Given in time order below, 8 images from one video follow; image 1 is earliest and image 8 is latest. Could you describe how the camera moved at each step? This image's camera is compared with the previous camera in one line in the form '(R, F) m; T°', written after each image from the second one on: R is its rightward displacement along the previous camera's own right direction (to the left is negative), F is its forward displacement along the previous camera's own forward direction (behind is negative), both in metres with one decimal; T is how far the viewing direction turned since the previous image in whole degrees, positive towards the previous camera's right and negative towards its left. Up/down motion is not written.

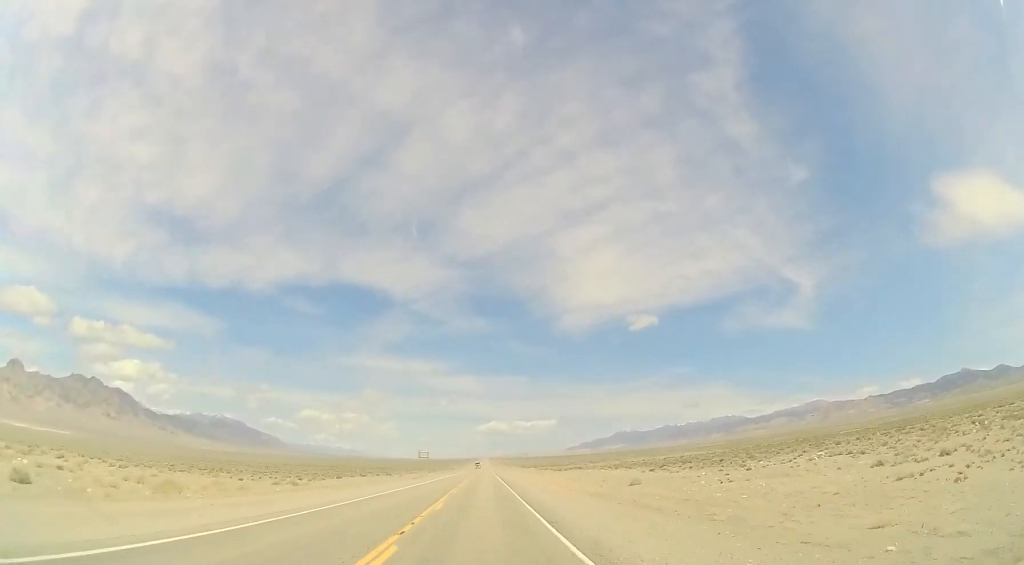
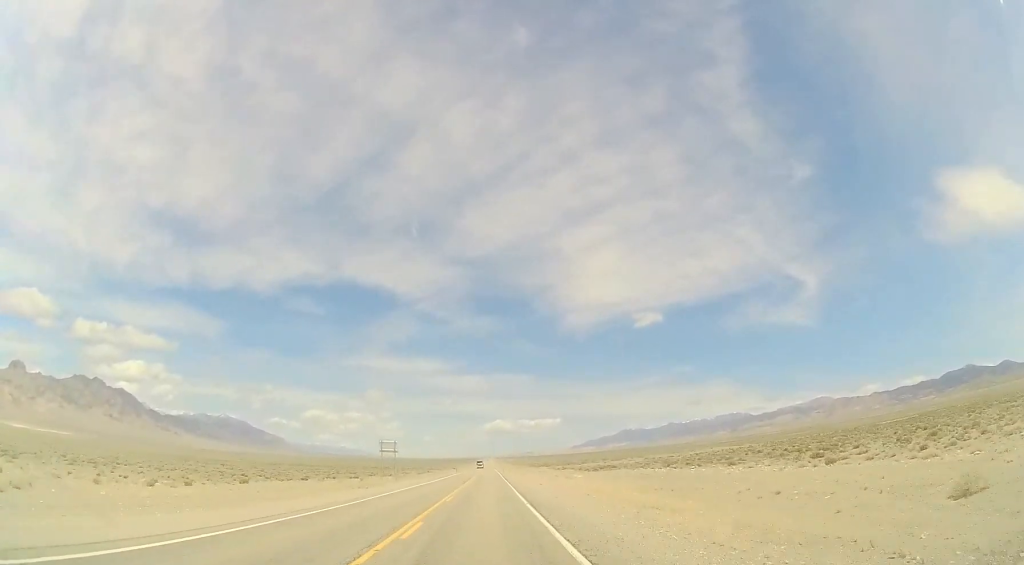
(0.0, +32.0) m; 0°
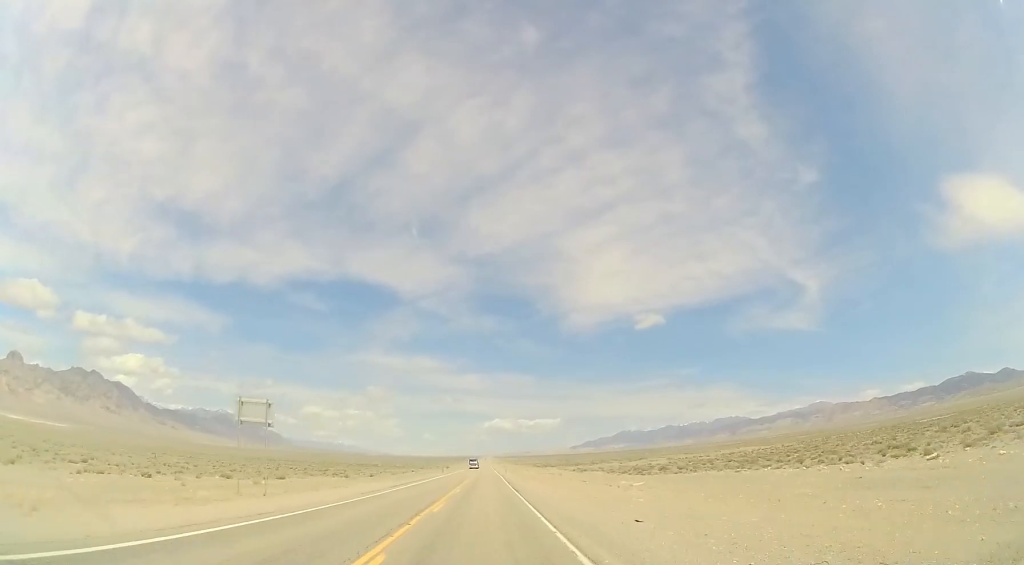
(-0.3, +30.3) m; 0°
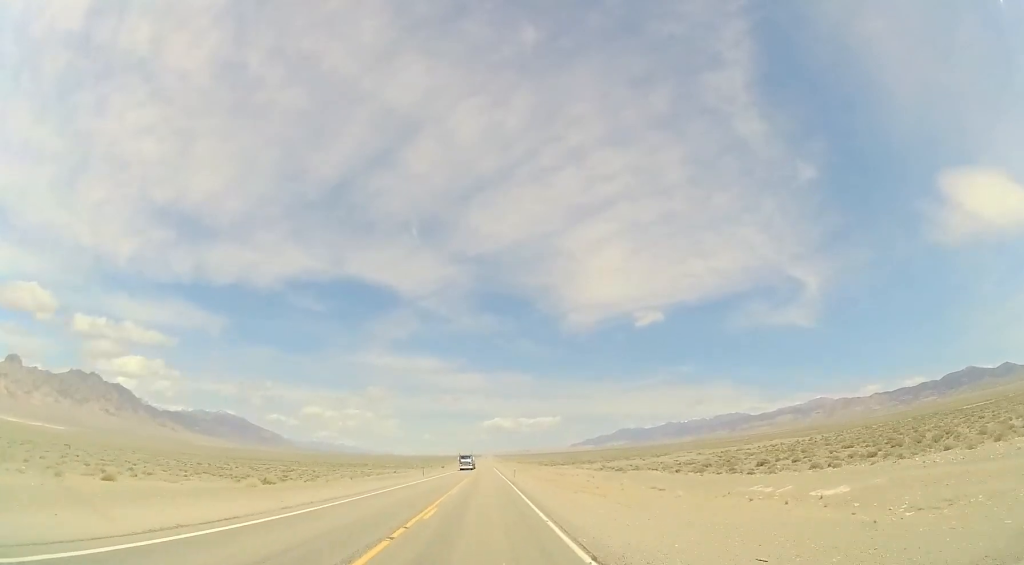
(0.0, +27.2) m; 0°
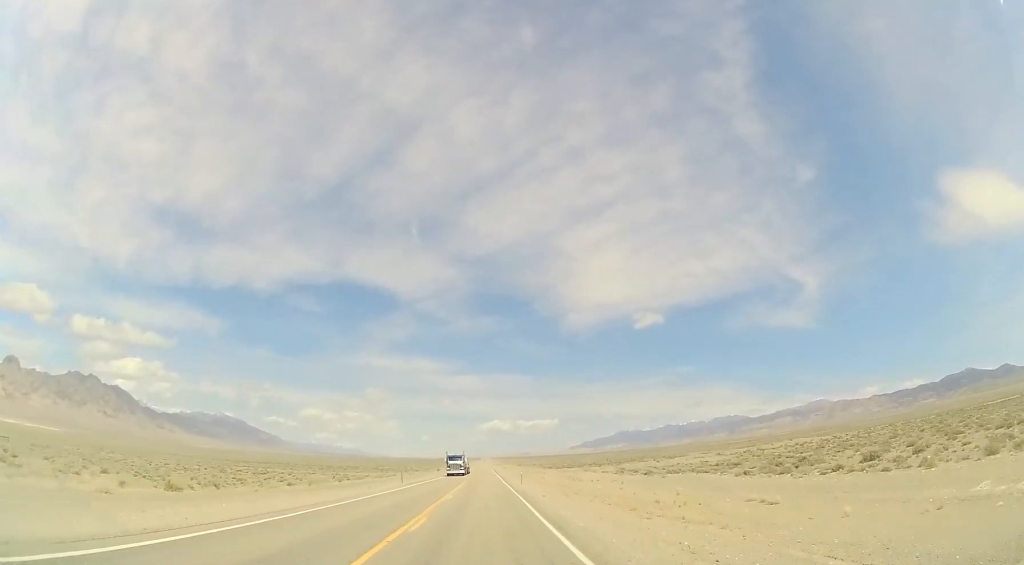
(0.0, +14.6) m; 0°
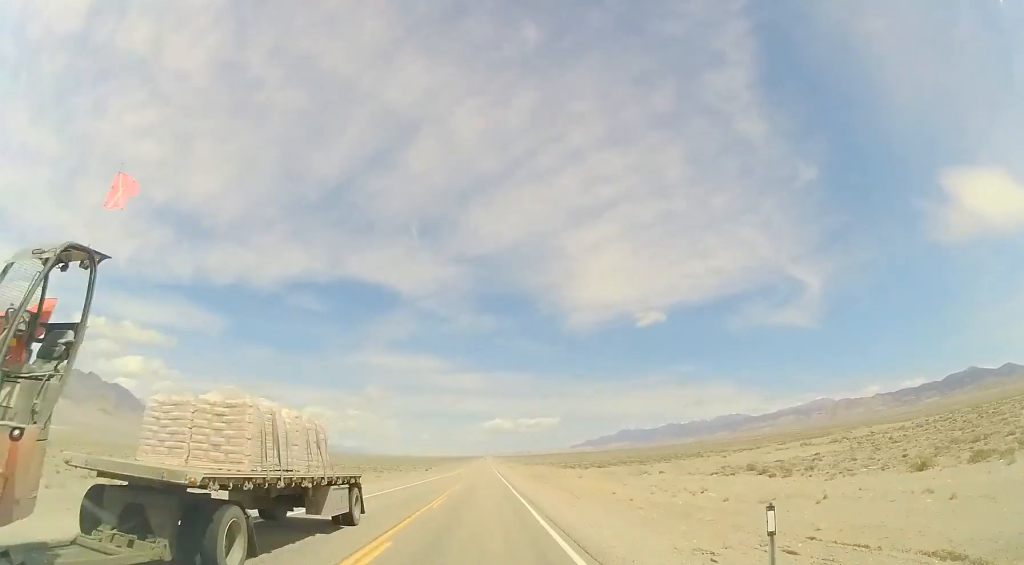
(-0.2, +42.2) m; -1°
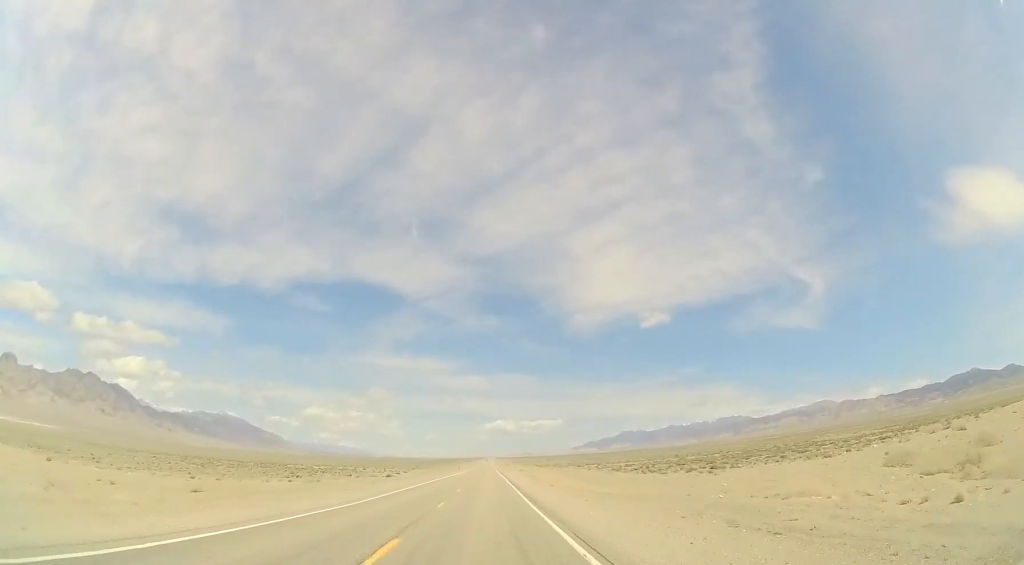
(-0.4, +60.9) m; 0°
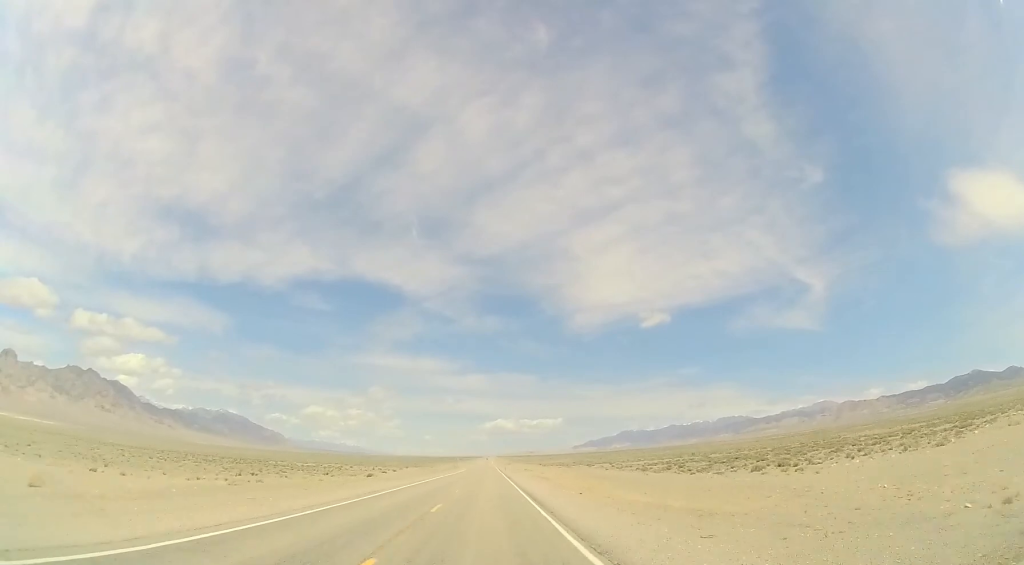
(+0.1, +15.0) m; 0°
